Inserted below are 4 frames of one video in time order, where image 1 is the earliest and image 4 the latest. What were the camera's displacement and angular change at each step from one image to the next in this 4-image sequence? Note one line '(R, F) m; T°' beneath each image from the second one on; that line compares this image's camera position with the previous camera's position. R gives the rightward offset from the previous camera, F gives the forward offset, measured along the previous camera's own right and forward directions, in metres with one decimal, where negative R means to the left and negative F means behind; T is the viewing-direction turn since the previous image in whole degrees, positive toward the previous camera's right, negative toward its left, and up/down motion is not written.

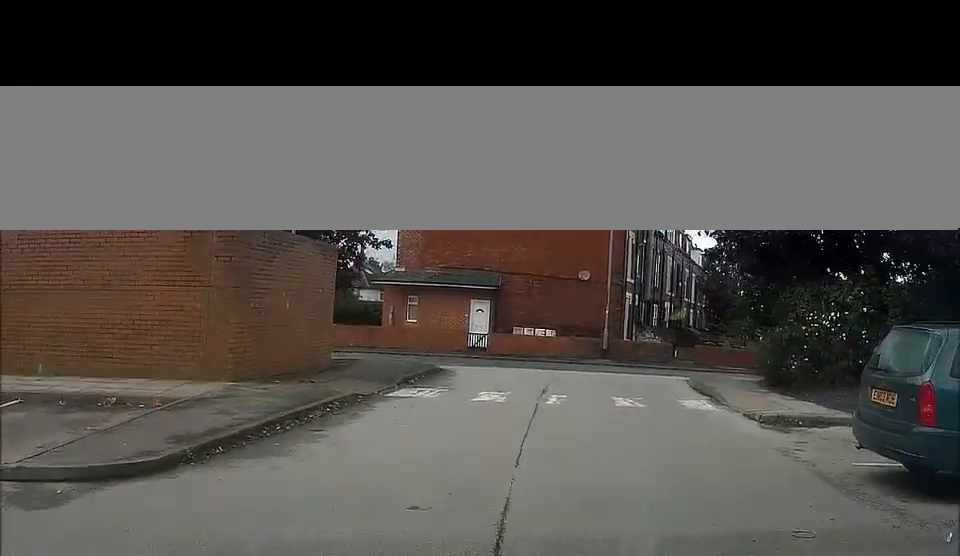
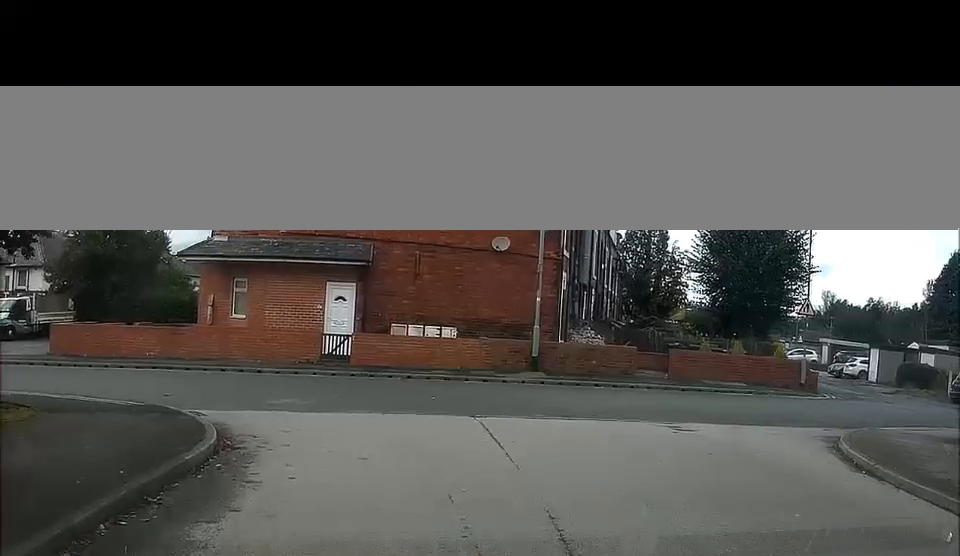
(+2.2, +14.0) m; +18°
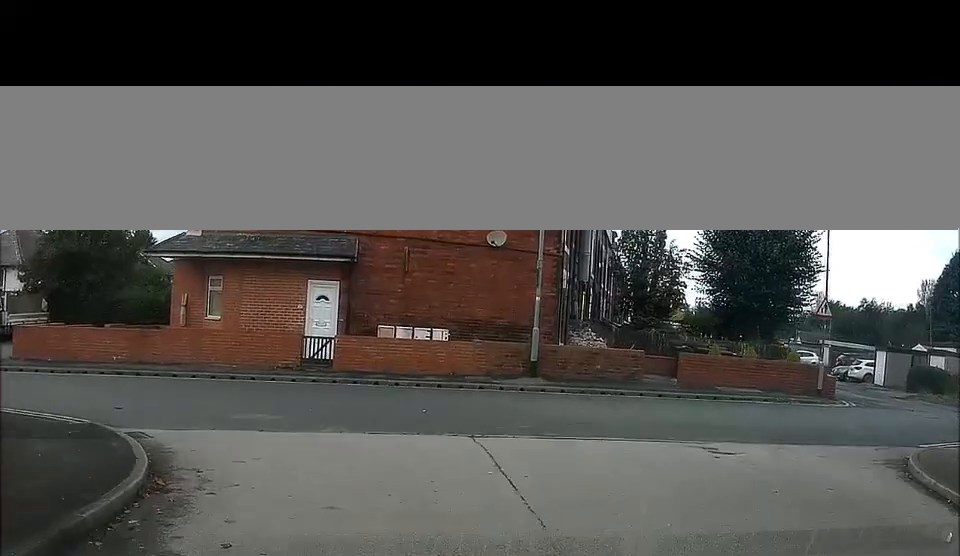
(+0.2, +1.9) m; +1°
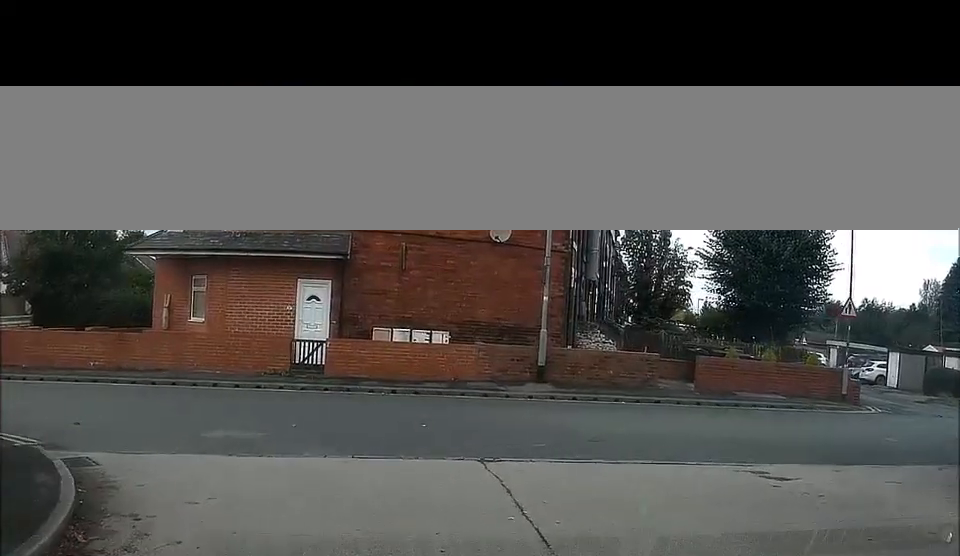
(0.0, +1.6) m; -4°
